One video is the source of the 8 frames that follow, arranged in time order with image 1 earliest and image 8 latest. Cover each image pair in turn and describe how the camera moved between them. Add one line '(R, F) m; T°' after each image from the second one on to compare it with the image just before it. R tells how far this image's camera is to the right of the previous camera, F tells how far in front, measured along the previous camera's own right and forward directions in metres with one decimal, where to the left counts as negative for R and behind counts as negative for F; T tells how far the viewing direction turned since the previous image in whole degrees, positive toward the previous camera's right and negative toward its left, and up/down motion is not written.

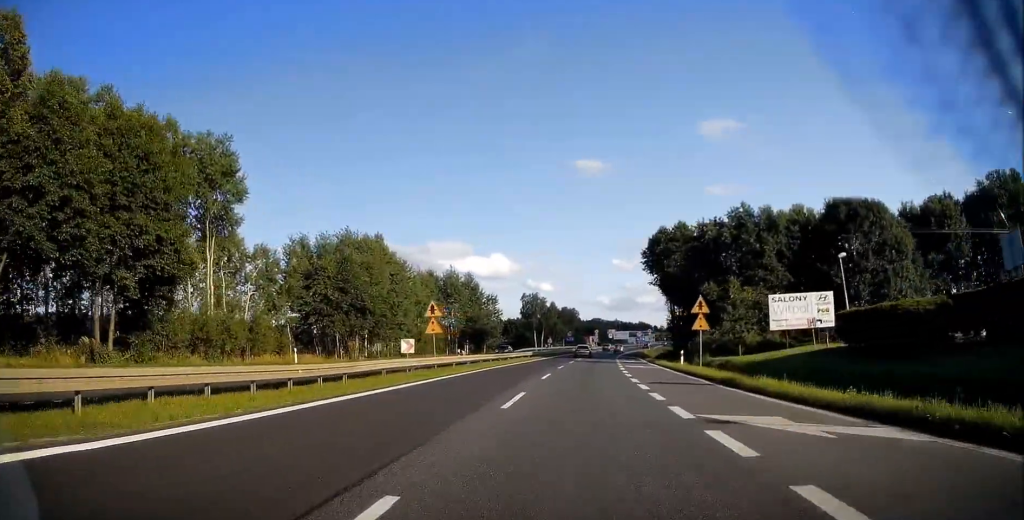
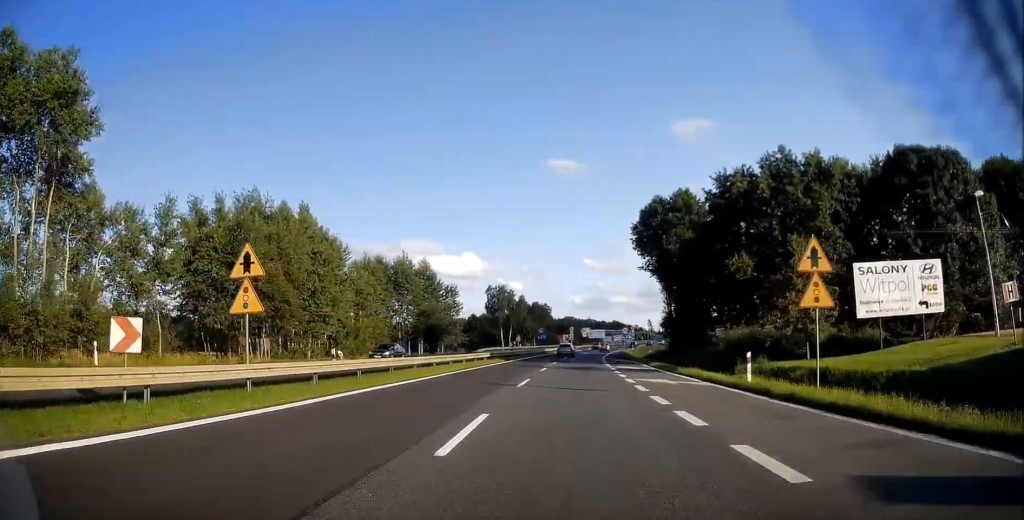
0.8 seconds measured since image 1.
(+0.2, +17.6) m; +2°
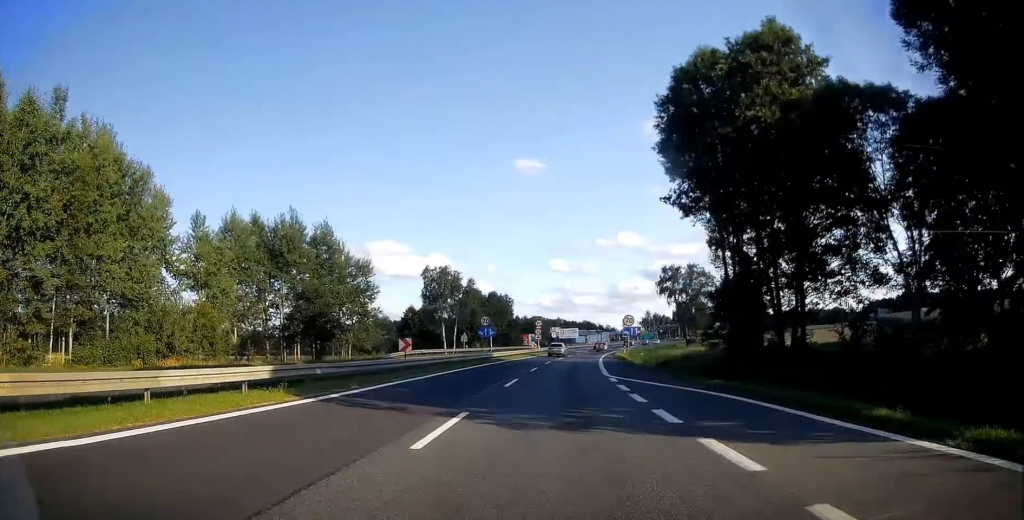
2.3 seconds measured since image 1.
(+1.3, +35.3) m; +3°
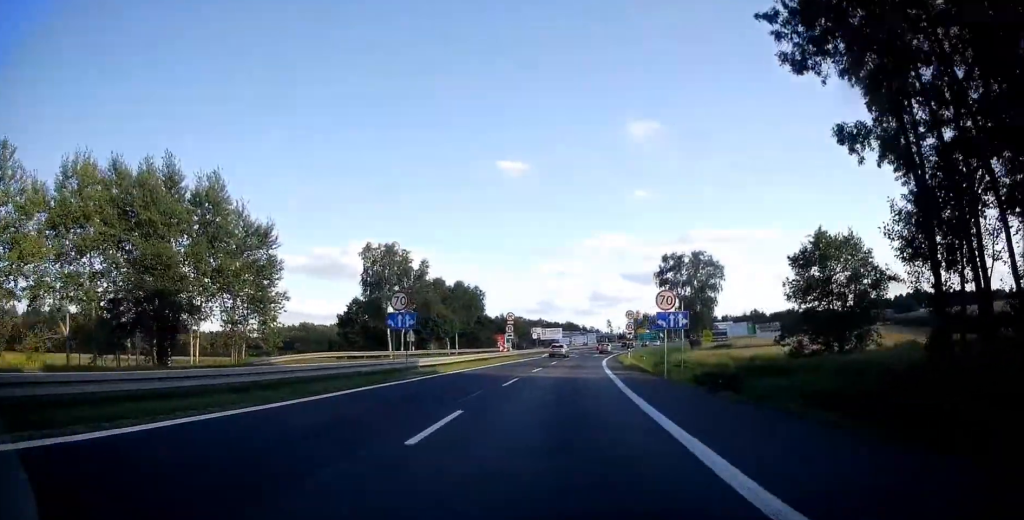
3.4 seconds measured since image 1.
(+0.1, +23.0) m; +2°
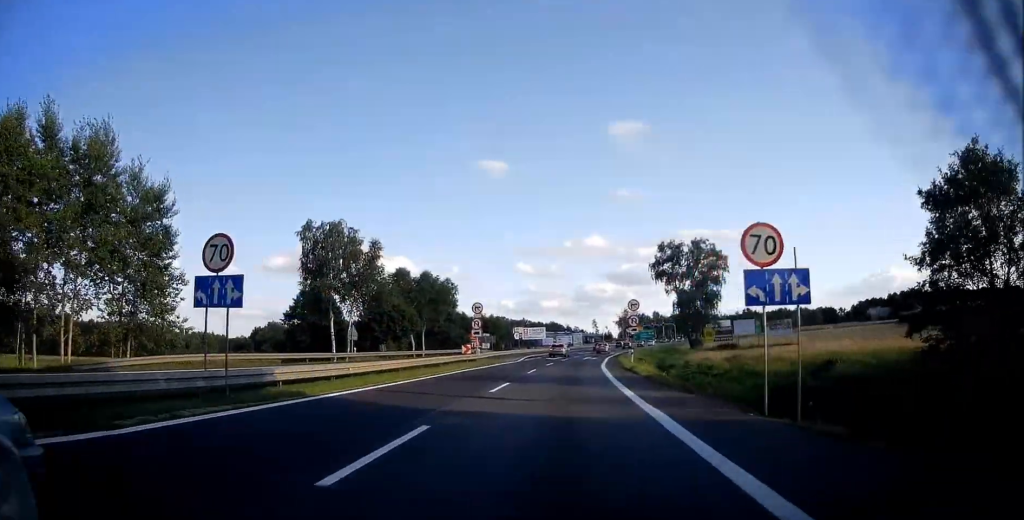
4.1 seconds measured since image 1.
(+0.3, +14.4) m; +1°
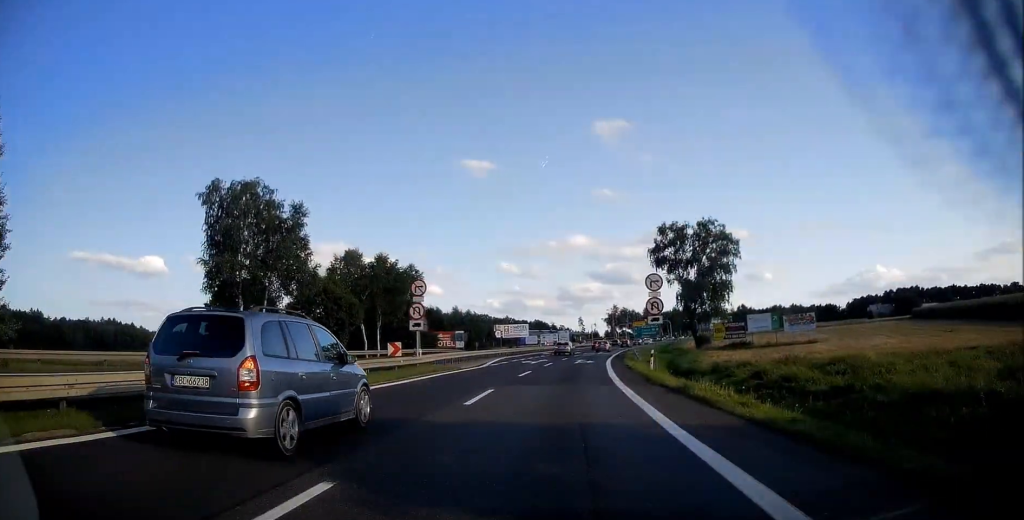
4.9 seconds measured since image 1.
(+0.3, +16.3) m; +1°
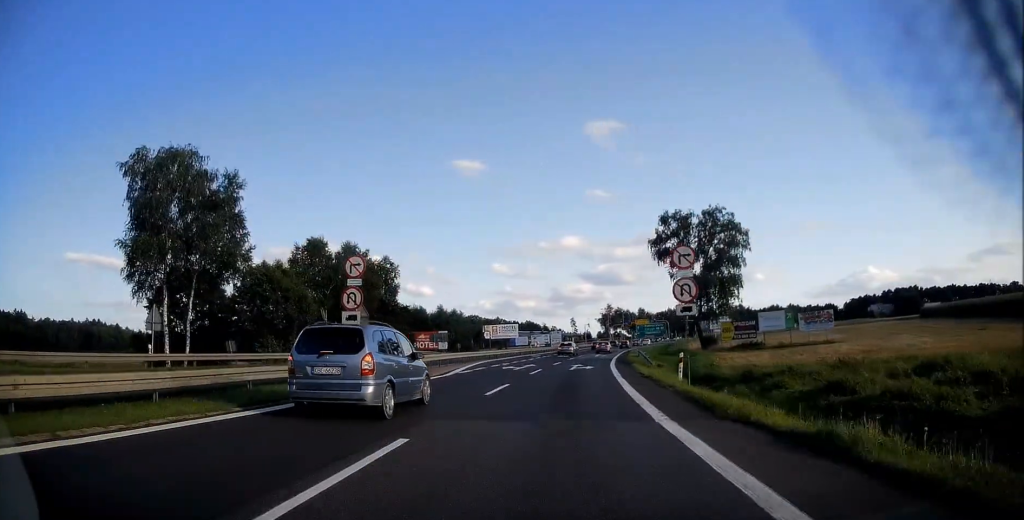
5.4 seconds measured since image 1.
(0.0, +9.4) m; +1°
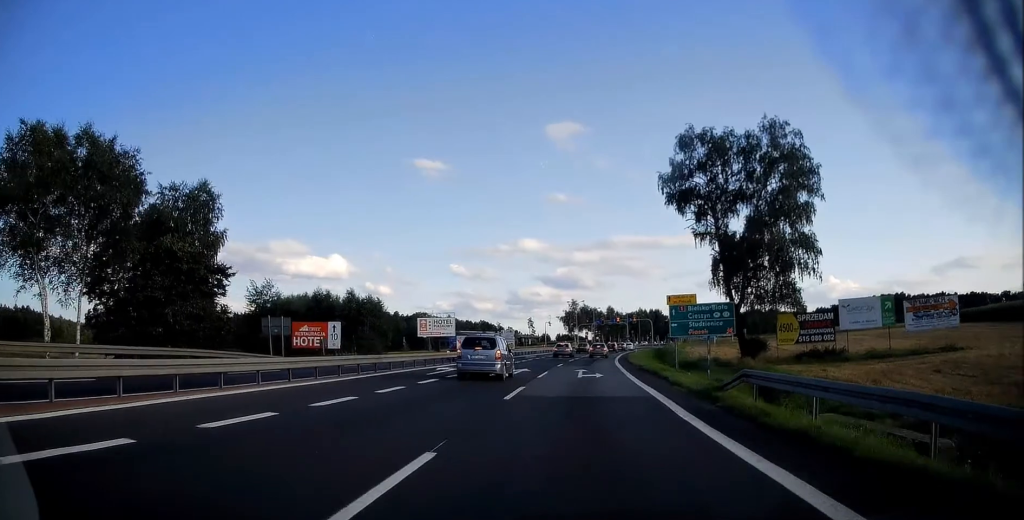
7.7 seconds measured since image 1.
(+1.5, +36.4) m; +4°
